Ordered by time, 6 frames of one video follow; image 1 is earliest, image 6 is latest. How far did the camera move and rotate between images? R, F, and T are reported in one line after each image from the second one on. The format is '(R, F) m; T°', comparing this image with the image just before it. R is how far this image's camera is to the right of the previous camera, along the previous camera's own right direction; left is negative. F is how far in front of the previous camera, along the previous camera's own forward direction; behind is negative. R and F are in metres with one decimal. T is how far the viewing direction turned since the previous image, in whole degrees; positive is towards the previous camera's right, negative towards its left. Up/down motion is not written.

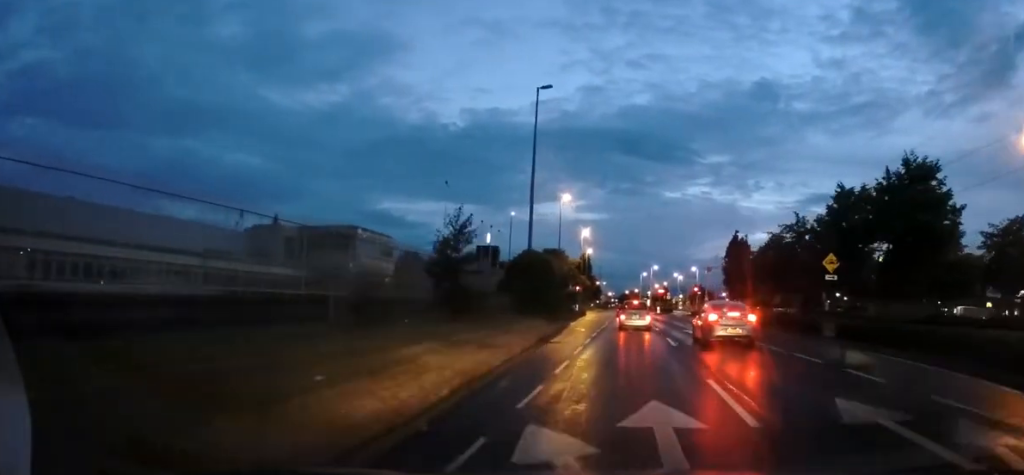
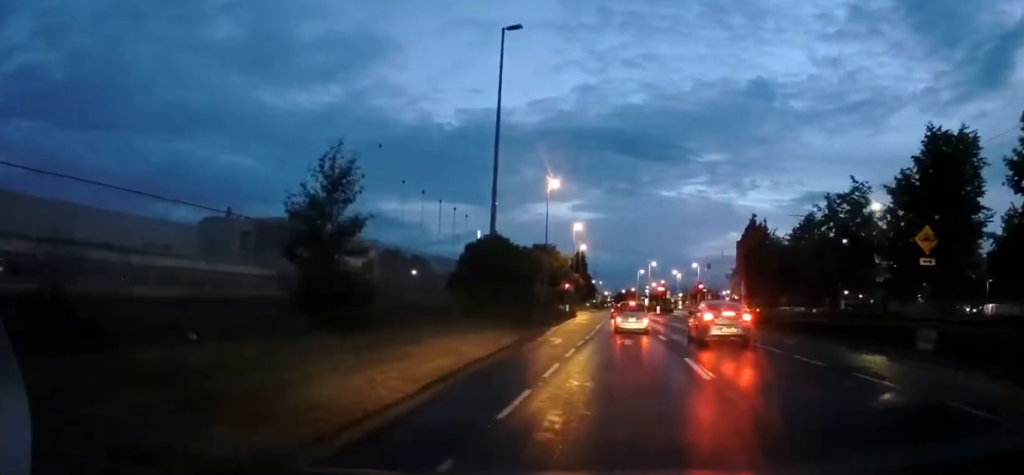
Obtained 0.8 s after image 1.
(-0.2, +8.7) m; -1°
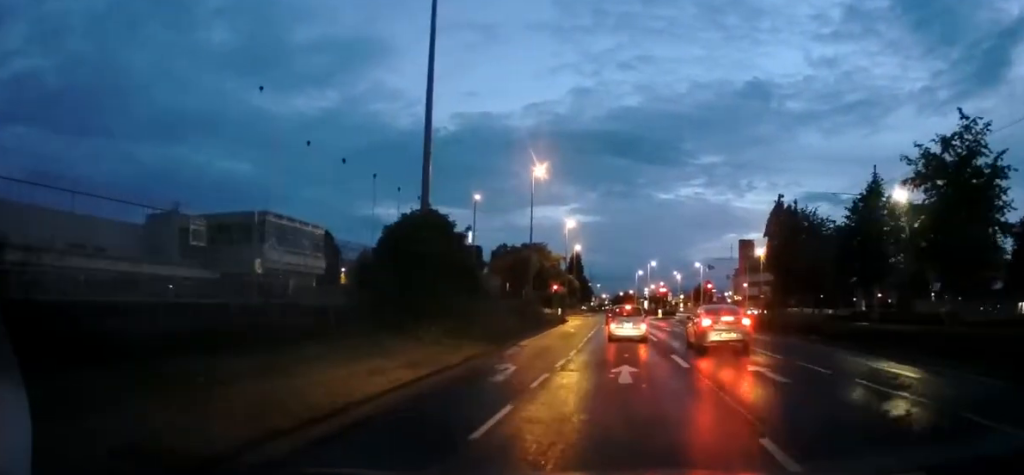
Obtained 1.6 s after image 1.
(-0.2, +8.7) m; 0°
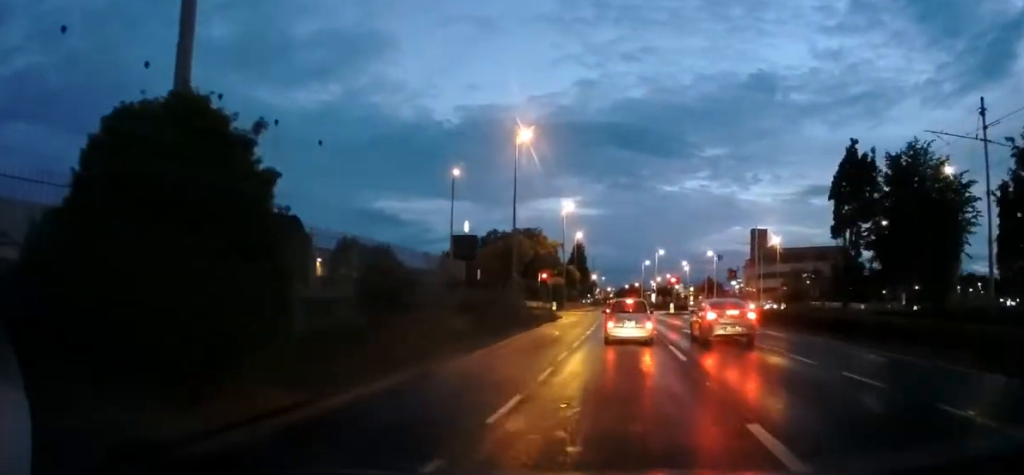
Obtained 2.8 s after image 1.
(+0.1, +11.0) m; 0°
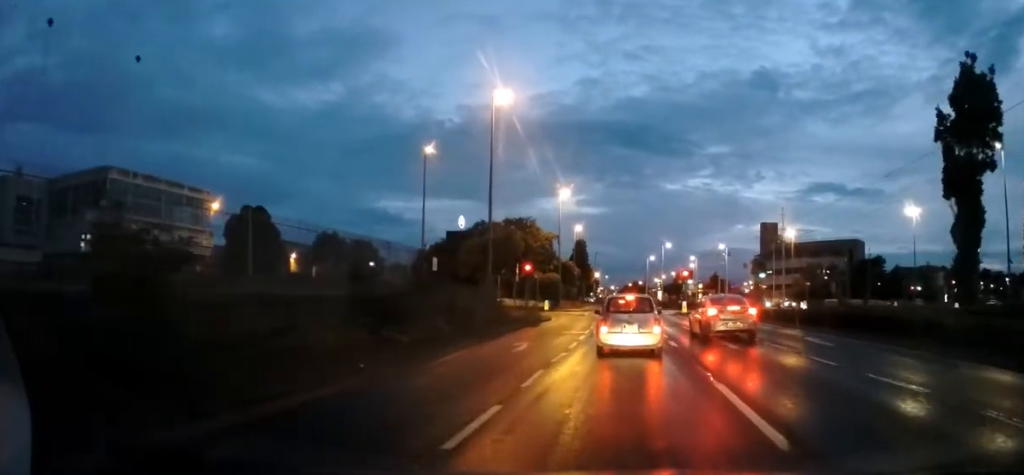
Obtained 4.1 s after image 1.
(0.0, +9.3) m; 0°
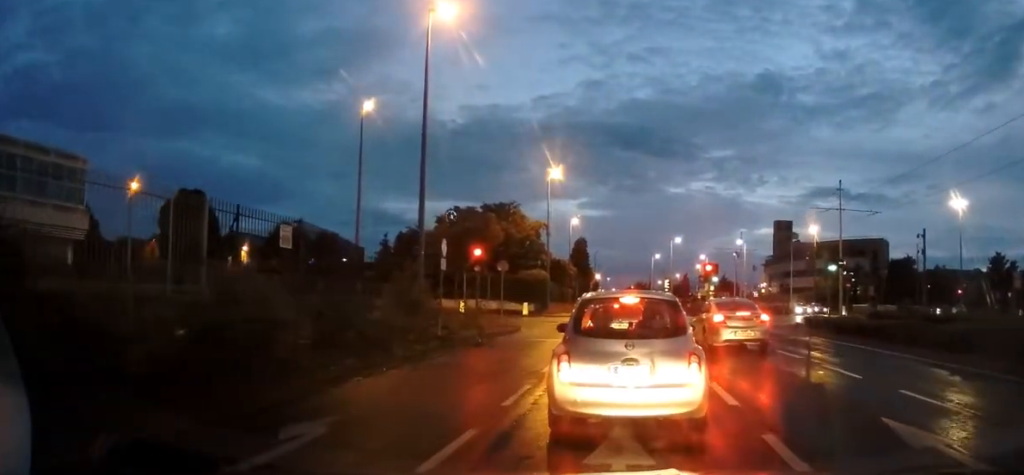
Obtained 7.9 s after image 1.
(0.0, +13.6) m; +1°
